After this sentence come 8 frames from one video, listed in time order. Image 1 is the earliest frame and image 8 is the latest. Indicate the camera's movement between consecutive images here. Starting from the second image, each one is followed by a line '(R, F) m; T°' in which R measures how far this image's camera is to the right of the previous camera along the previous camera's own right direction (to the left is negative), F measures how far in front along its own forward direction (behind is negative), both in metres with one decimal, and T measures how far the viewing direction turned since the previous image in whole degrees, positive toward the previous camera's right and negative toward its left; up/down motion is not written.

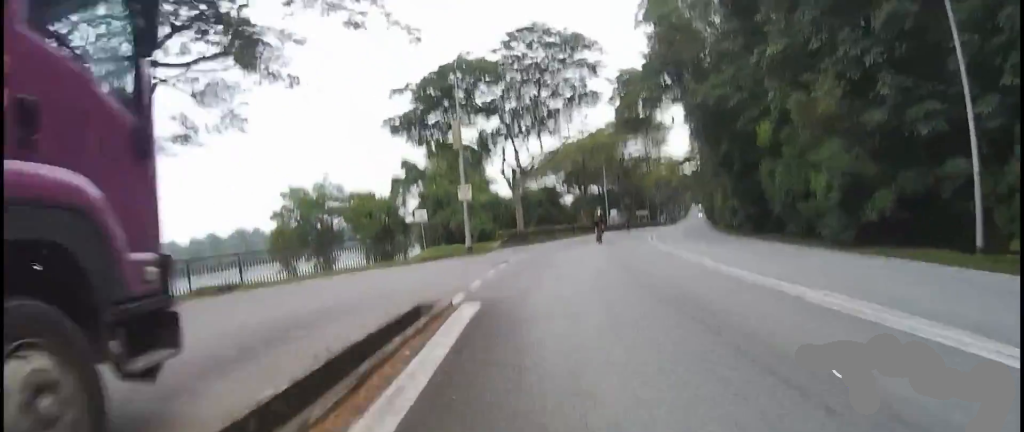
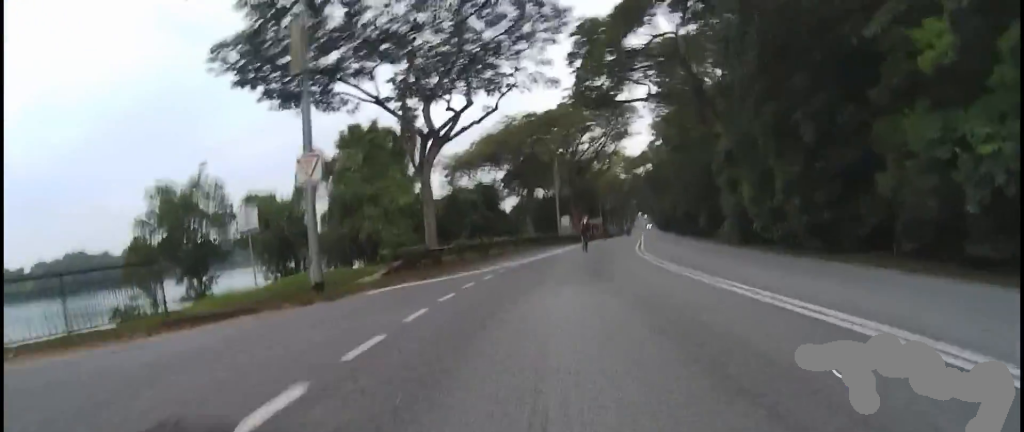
(+0.3, +13.2) m; +2°
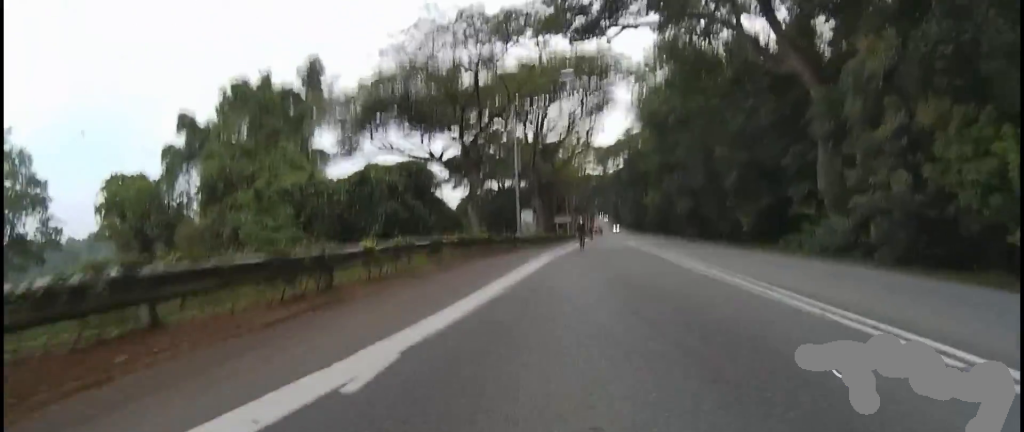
(+1.9, +15.7) m; +5°
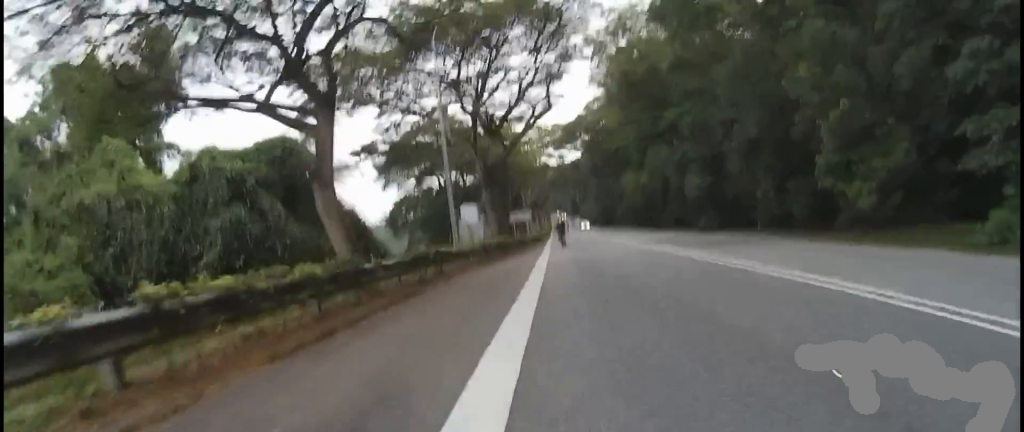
(-0.8, +12.8) m; +6°
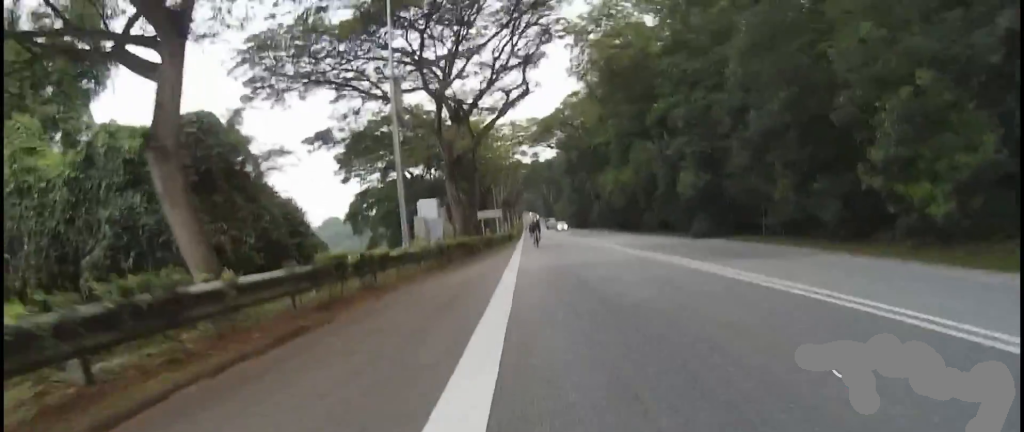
(+0.4, +4.1) m; +5°
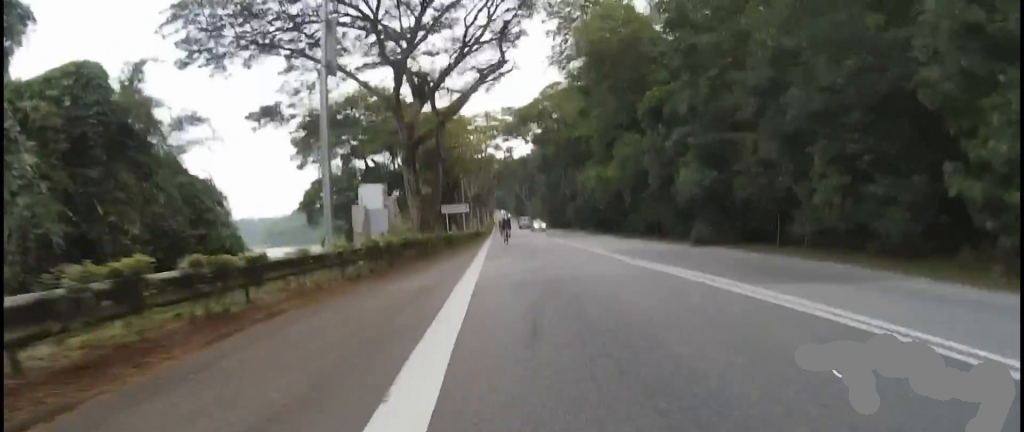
(+0.1, +4.4) m; +4°
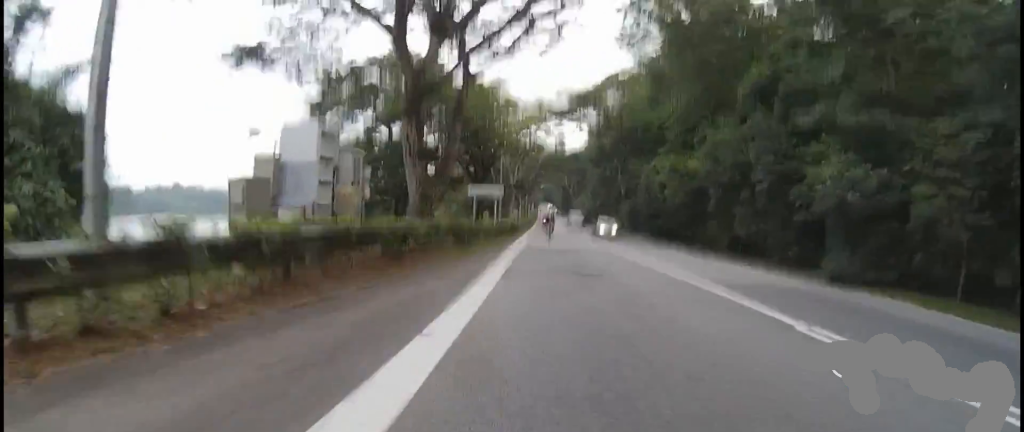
(+0.3, +8.2) m; +5°
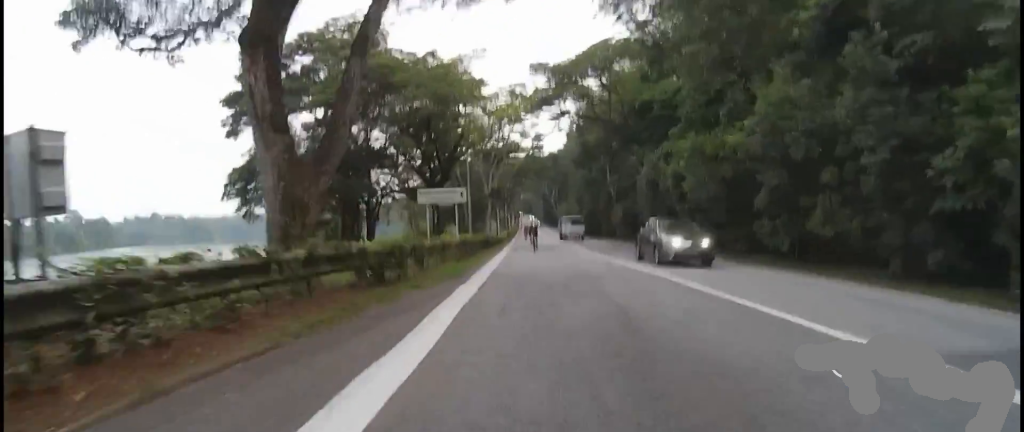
(+0.9, +7.9) m; -1°
